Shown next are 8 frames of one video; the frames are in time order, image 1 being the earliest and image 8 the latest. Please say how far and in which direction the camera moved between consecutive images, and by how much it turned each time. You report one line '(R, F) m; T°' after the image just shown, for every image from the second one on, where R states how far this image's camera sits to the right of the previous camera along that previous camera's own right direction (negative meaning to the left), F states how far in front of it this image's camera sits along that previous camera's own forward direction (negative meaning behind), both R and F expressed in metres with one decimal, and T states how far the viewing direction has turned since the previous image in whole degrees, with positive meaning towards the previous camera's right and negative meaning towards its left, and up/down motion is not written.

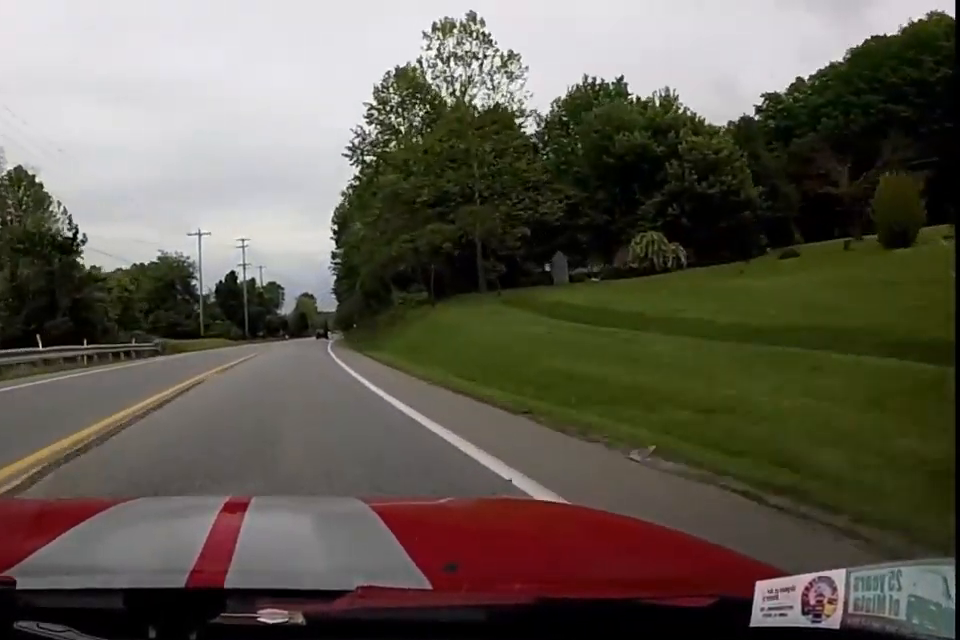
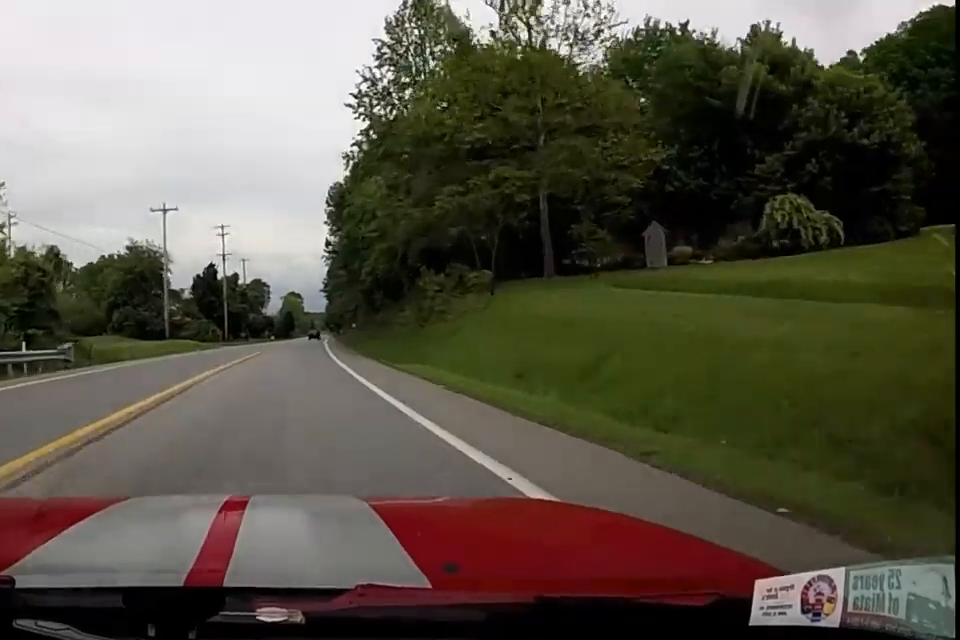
(0.0, +12.8) m; 0°
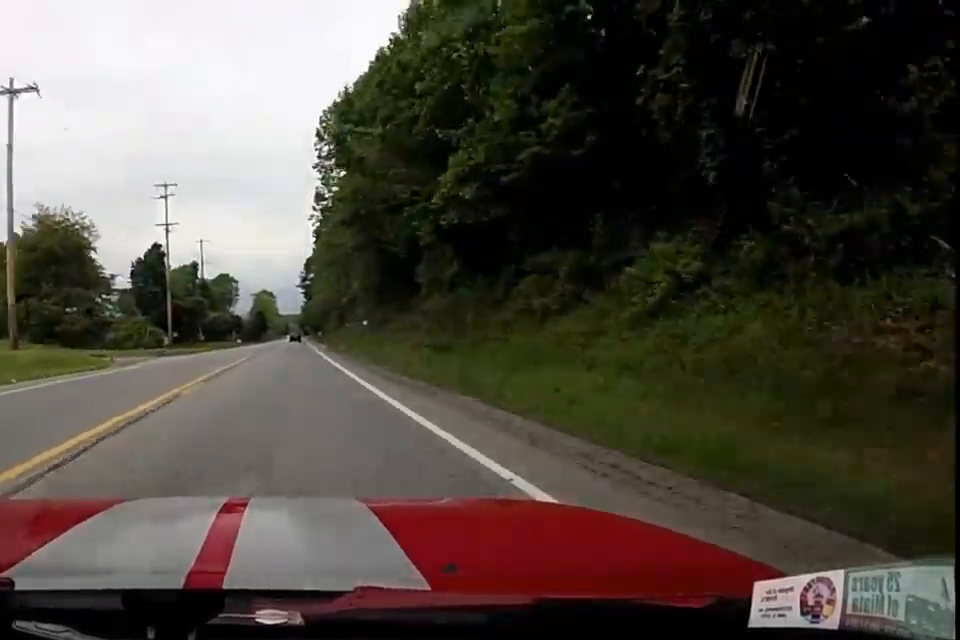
(0.0, +26.6) m; +1°
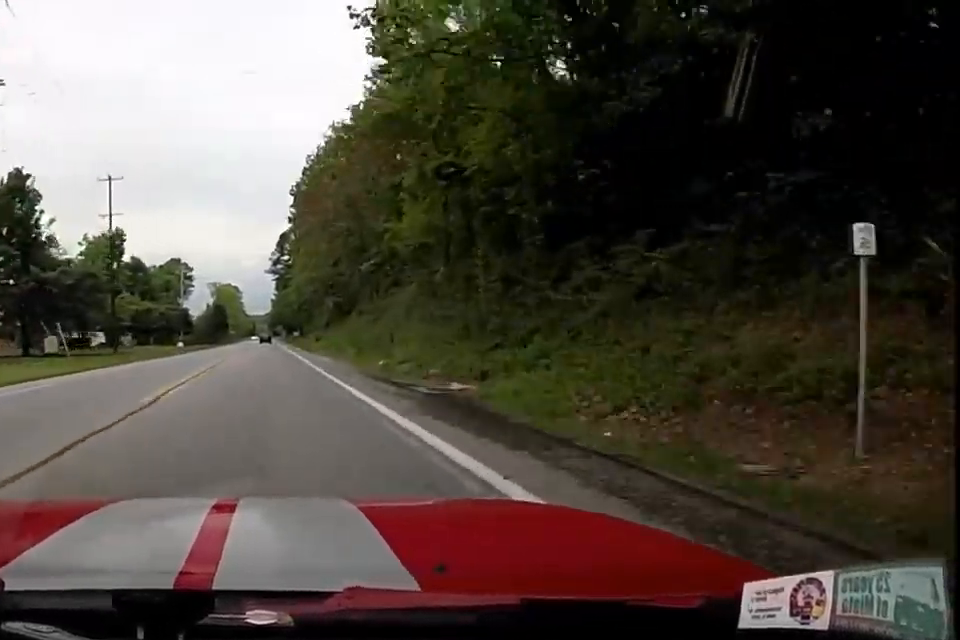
(+0.9, +36.7) m; +1°
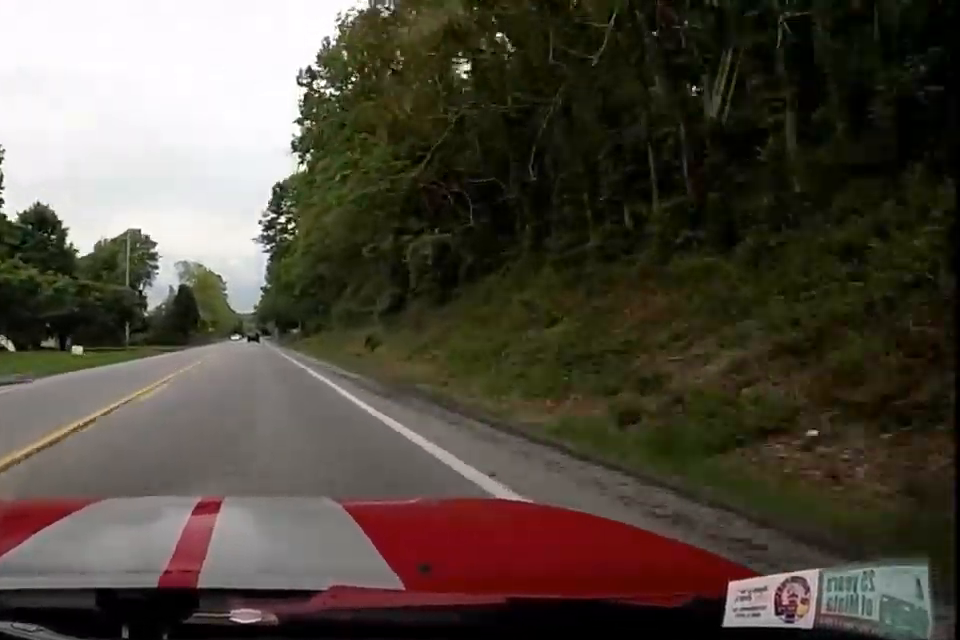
(0.0, +37.3) m; 0°
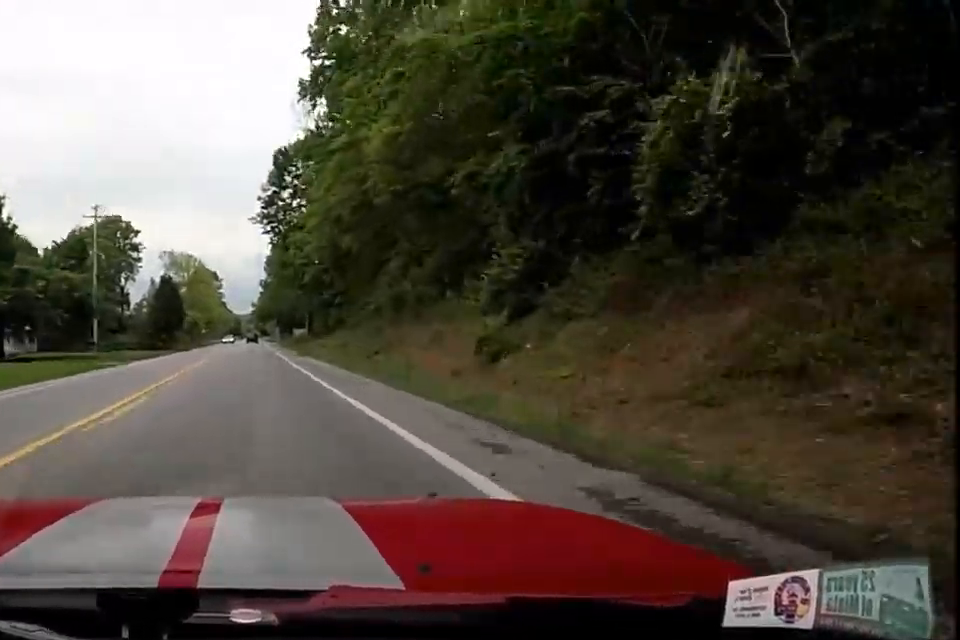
(0.0, +14.6) m; 0°
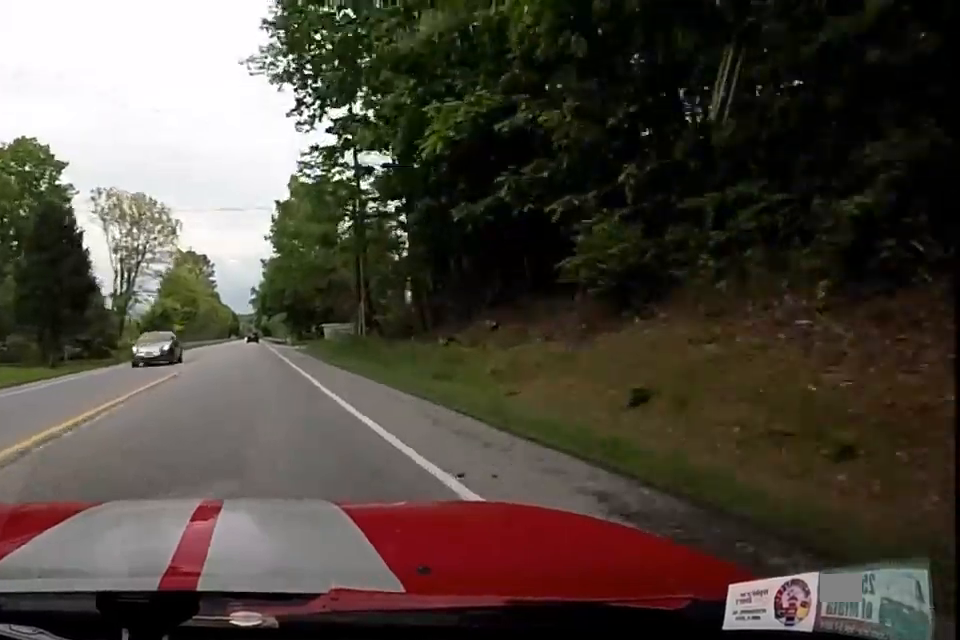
(0.0, +38.1) m; 0°
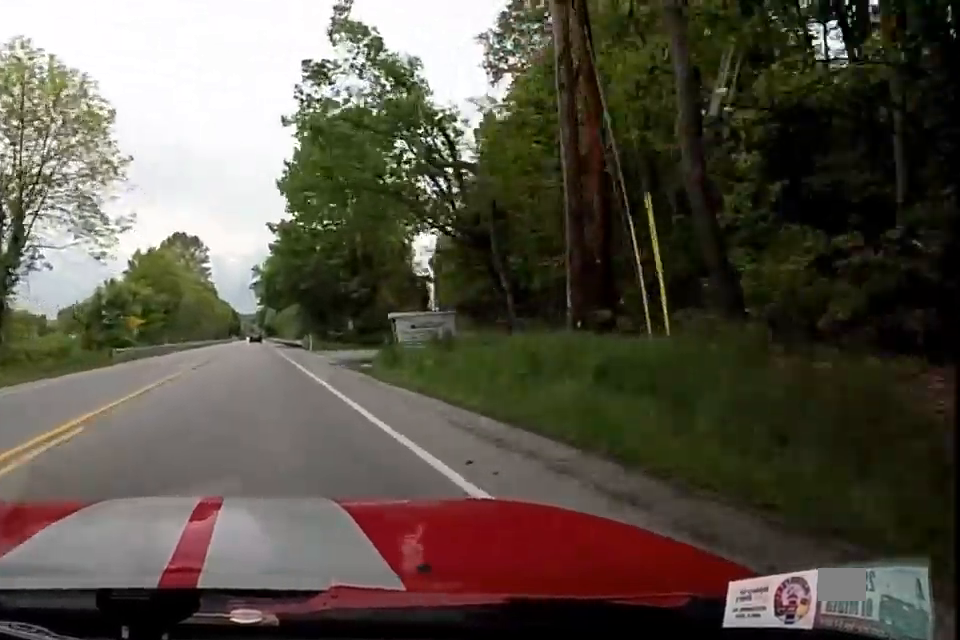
(0.0, +27.1) m; 0°
